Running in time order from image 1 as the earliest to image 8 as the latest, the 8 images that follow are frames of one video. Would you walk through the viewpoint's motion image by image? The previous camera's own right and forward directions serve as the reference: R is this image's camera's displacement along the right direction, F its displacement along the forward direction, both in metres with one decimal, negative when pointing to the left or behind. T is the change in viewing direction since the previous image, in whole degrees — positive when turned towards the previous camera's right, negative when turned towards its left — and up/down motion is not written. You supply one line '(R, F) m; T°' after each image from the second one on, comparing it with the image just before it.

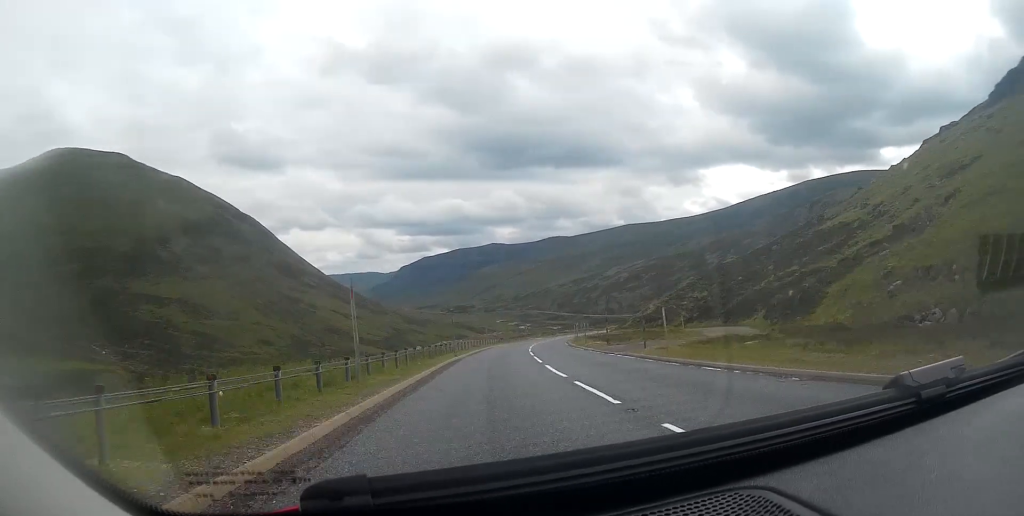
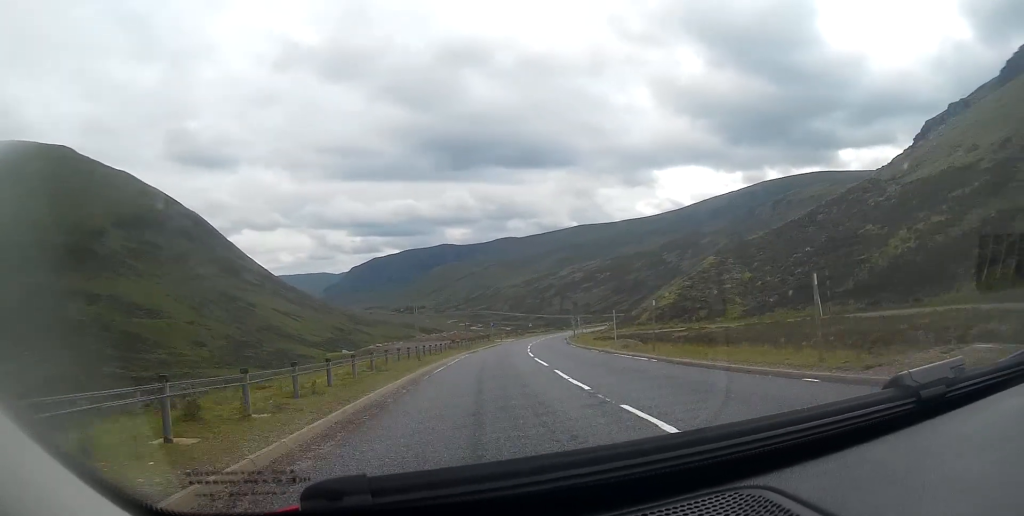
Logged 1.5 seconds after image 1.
(+2.3, +37.4) m; +5°
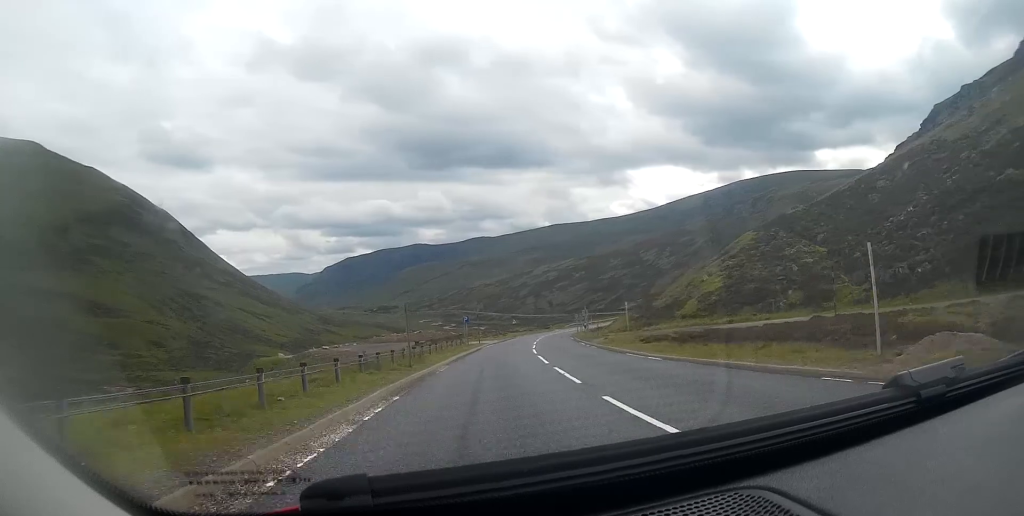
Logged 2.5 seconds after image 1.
(-0.2, +25.3) m; +1°
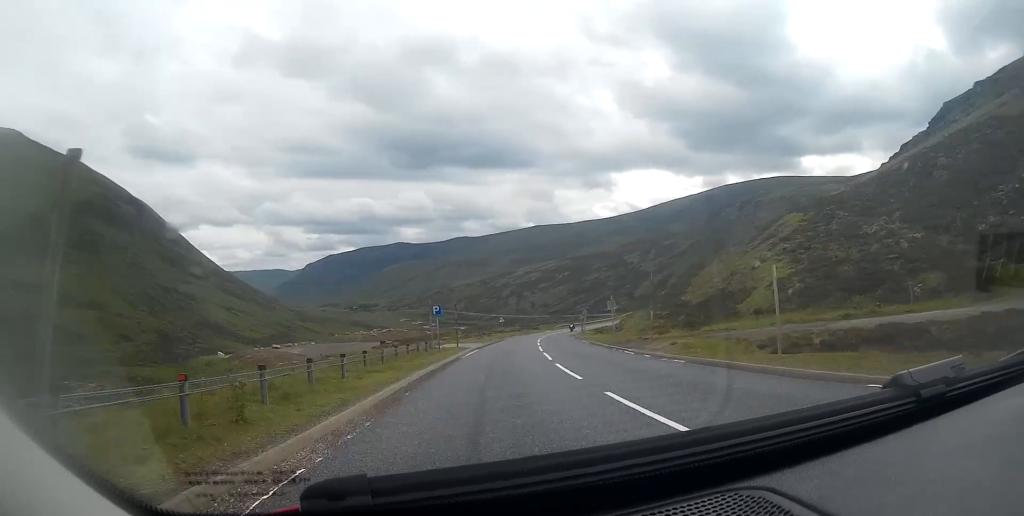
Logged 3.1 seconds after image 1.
(+0.2, +16.9) m; +2°
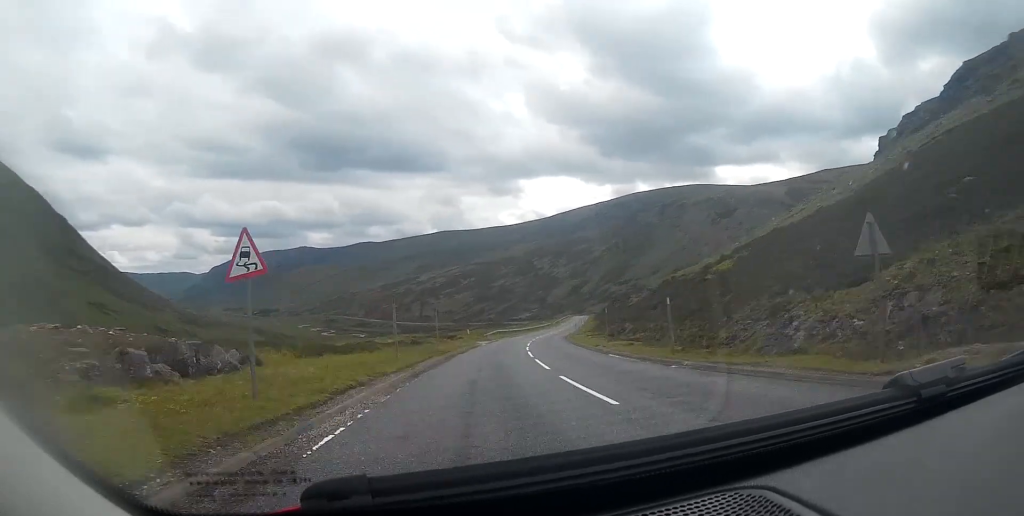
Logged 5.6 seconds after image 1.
(+5.6, +66.9) m; +8°
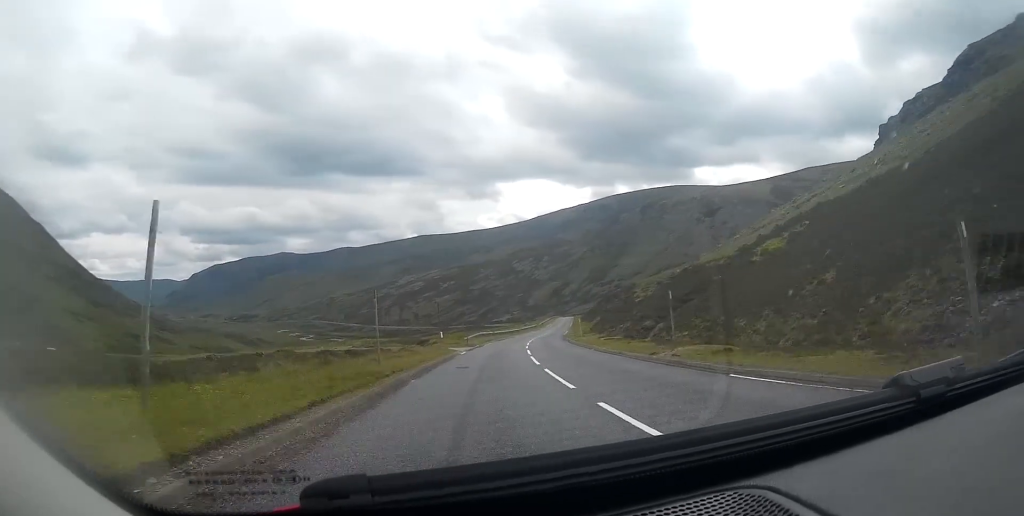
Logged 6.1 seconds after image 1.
(+0.2, +14.9) m; +2°
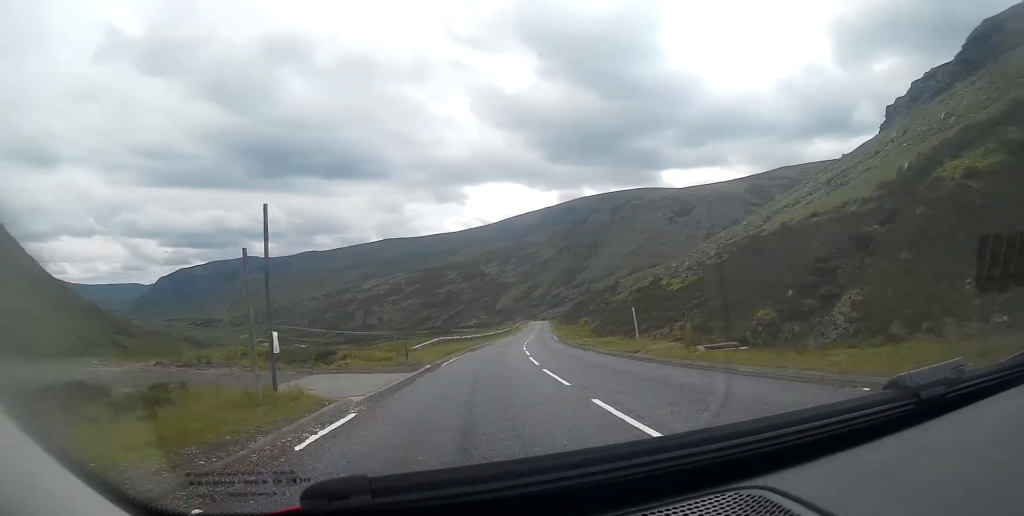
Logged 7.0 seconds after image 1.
(+0.6, +26.2) m; +3°
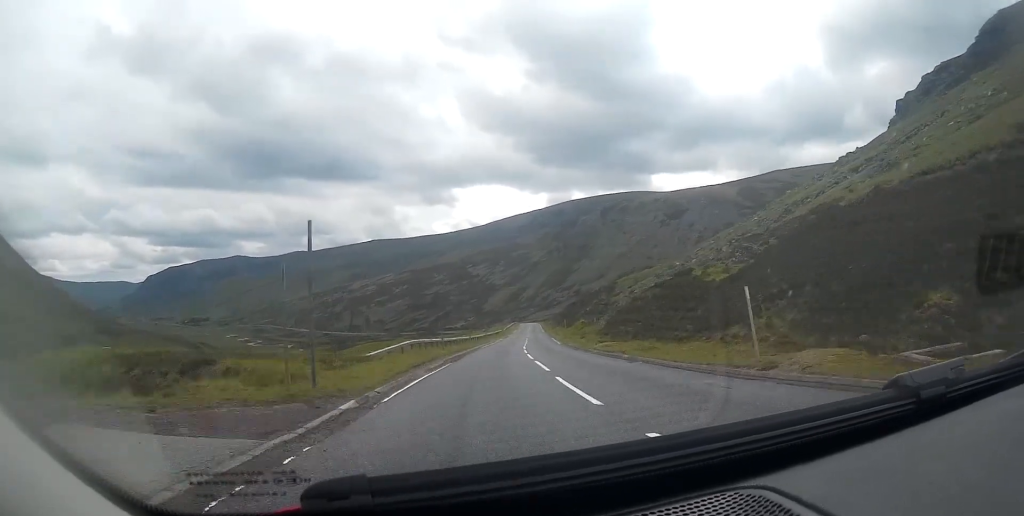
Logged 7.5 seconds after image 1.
(+0.1, +12.2) m; +1°
